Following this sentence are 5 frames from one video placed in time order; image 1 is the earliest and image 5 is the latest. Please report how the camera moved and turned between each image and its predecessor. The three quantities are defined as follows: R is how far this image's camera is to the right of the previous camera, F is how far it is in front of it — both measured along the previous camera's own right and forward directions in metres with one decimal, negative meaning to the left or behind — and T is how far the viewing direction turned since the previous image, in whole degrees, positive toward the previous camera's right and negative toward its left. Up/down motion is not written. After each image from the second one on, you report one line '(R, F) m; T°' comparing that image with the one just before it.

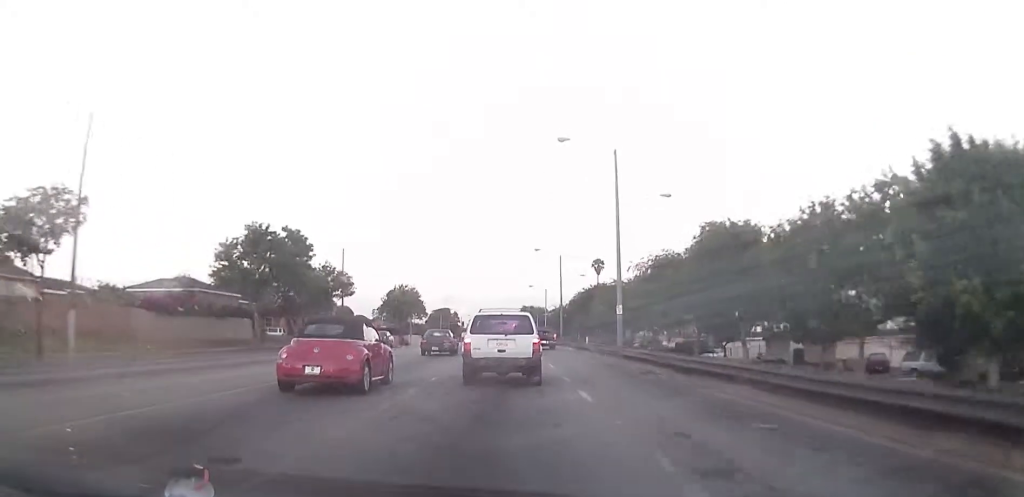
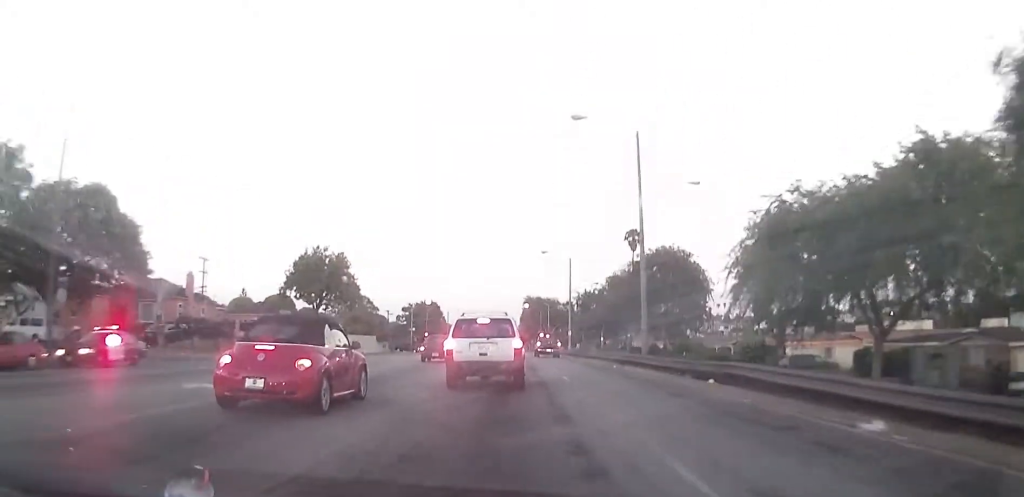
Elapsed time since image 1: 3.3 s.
(0.0, +53.8) m; 0°
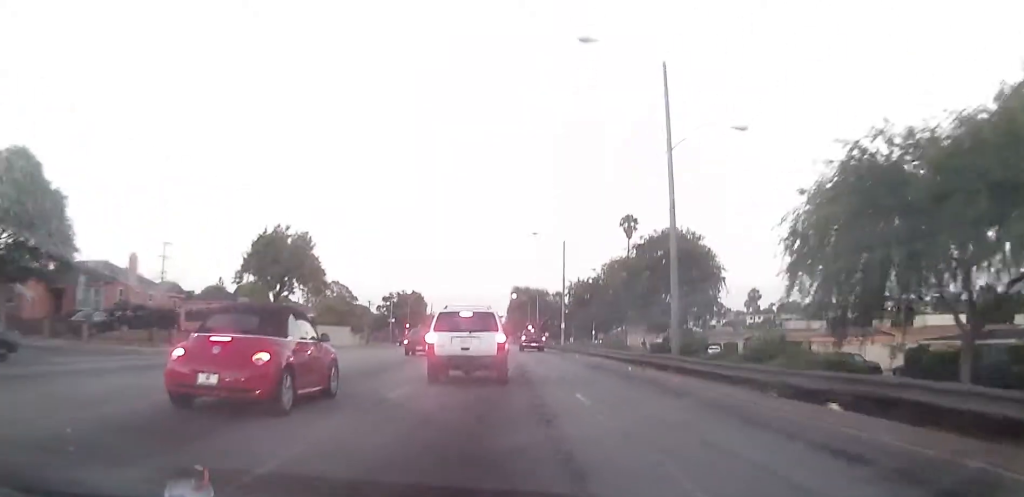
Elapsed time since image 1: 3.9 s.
(0.0, +8.7) m; 0°
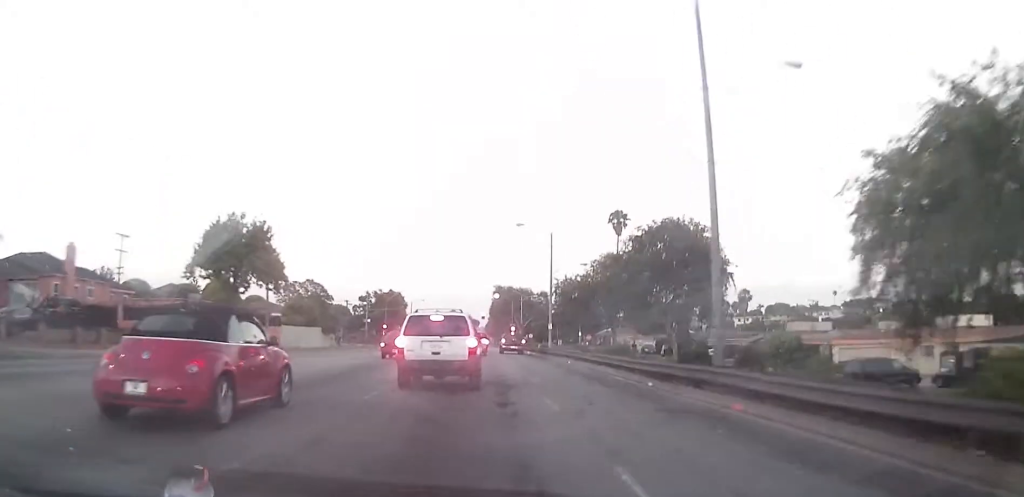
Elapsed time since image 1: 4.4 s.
(0.0, +7.0) m; +1°
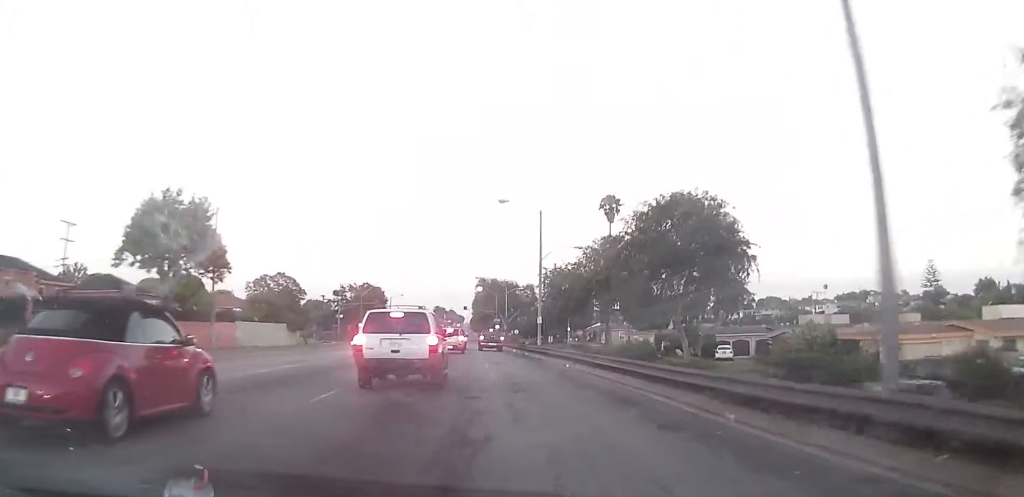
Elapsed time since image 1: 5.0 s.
(0.0, +8.9) m; +1°
